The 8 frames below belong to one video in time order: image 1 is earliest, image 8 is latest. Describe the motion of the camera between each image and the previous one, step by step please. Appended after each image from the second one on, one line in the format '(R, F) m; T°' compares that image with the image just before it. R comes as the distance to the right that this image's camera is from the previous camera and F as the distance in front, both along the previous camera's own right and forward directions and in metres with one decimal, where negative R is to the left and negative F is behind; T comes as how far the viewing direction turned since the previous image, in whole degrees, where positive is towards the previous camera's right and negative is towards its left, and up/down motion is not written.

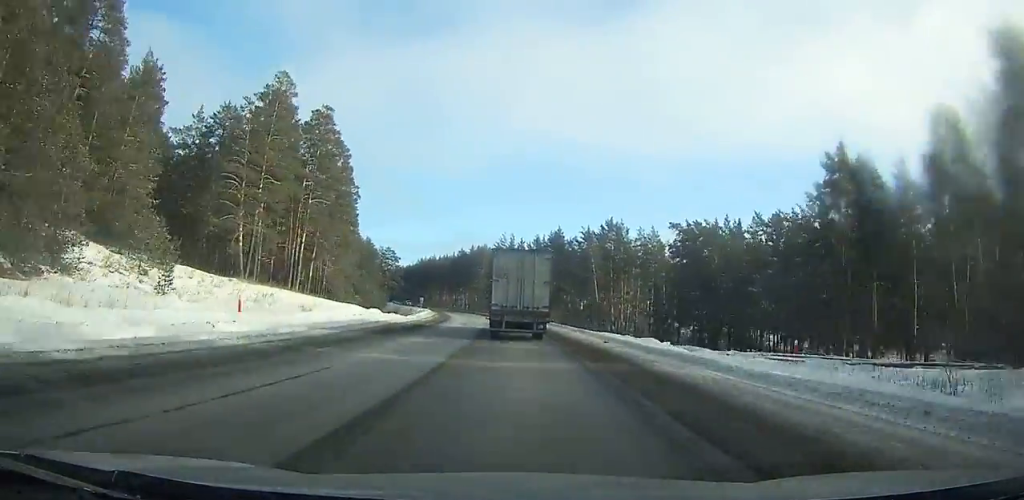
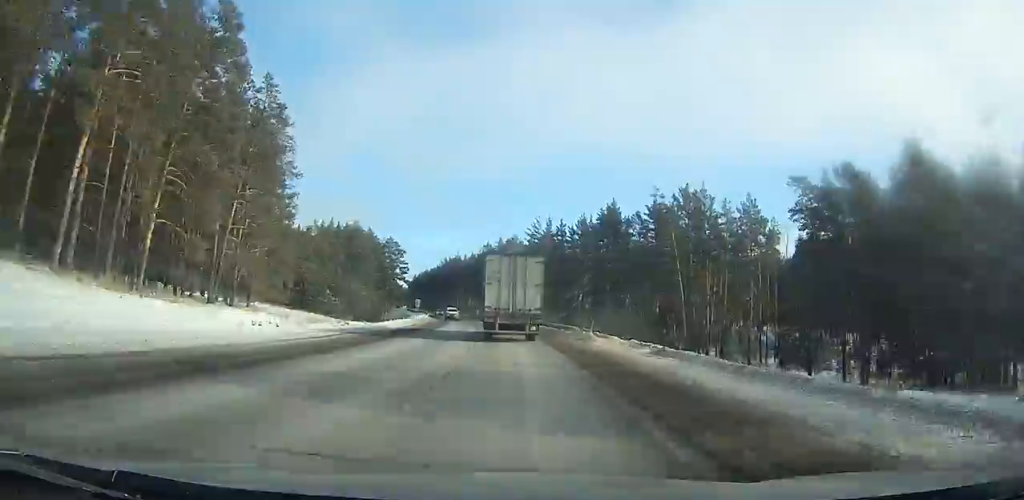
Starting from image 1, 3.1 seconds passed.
(-0.7, +39.6) m; -3°
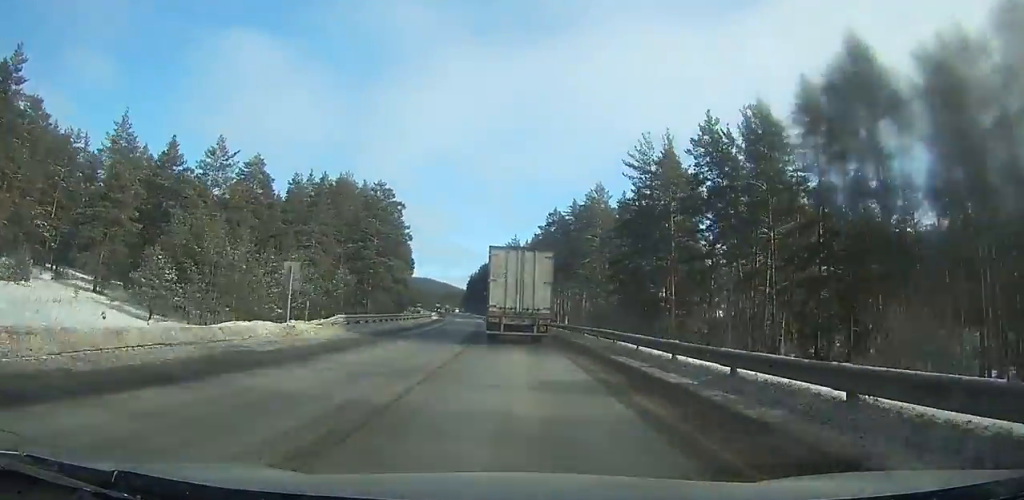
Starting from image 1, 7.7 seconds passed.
(-3.6, +60.1) m; -7°
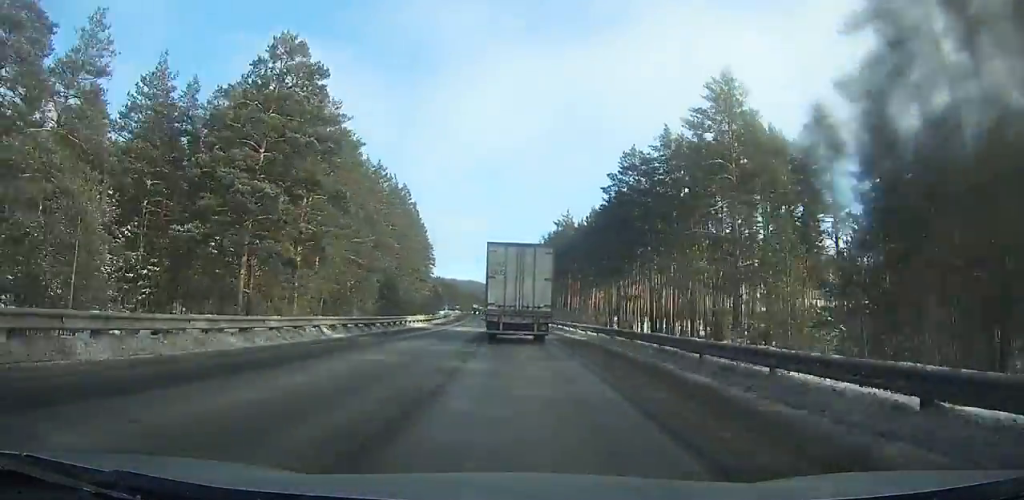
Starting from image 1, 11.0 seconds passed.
(-2.2, +43.6) m; -5°
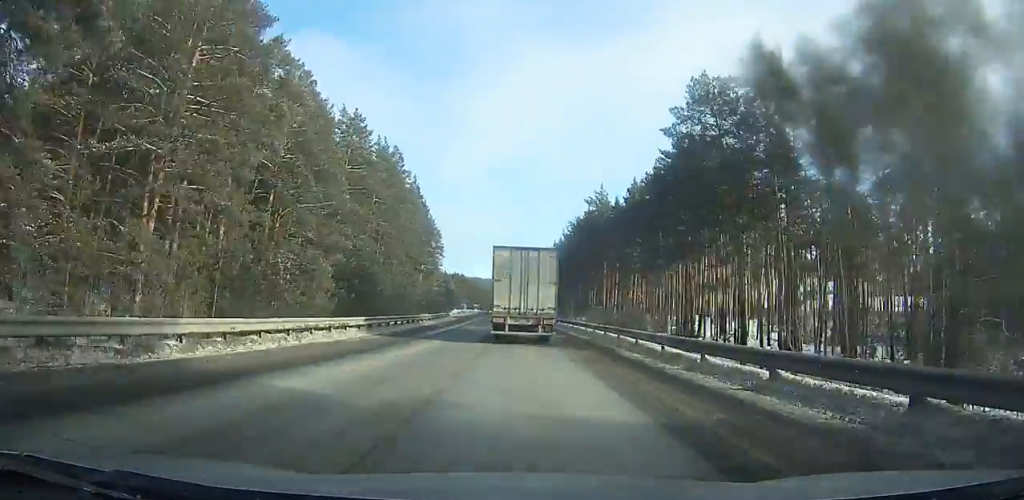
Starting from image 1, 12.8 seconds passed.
(-0.4, +23.7) m; -2°
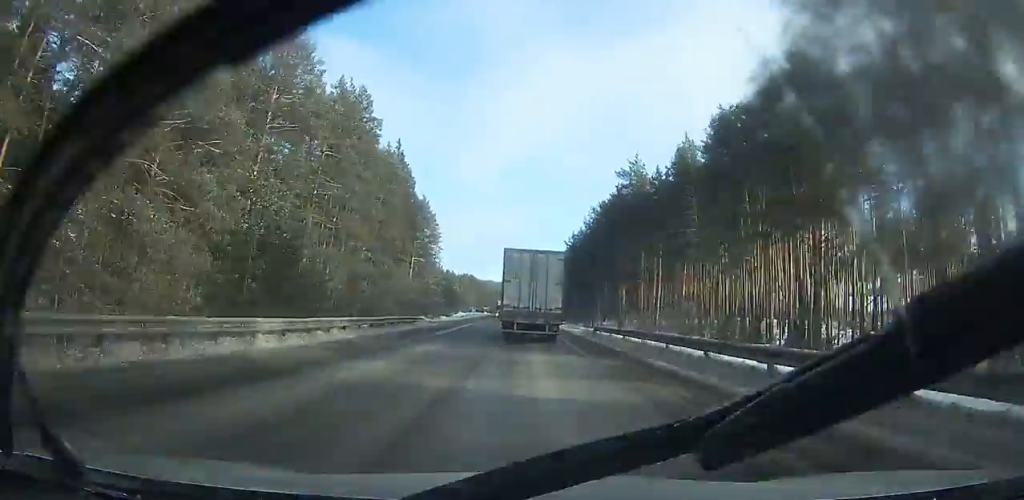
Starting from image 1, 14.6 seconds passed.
(-0.4, +23.4) m; -1°
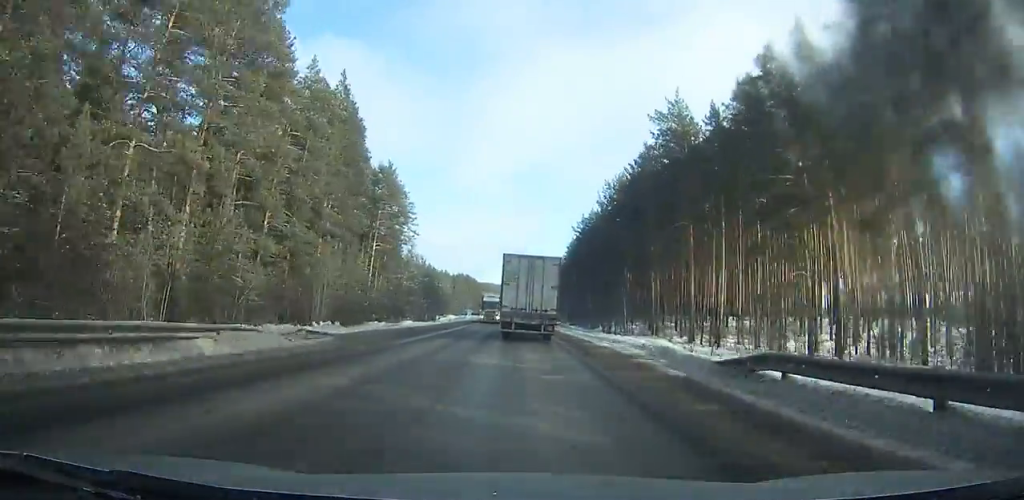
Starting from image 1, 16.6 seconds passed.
(-0.2, +26.1) m; -1°
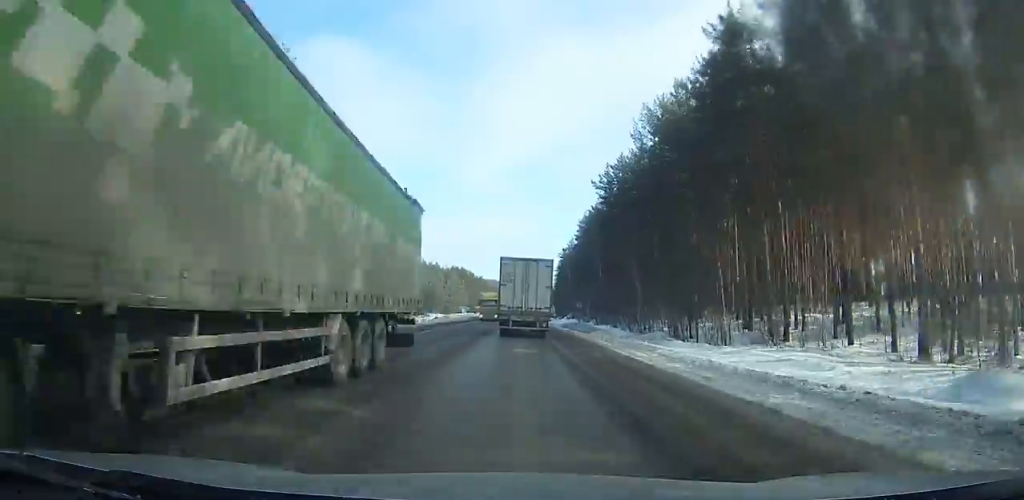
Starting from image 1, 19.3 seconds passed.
(-0.1, +35.4) m; -1°
